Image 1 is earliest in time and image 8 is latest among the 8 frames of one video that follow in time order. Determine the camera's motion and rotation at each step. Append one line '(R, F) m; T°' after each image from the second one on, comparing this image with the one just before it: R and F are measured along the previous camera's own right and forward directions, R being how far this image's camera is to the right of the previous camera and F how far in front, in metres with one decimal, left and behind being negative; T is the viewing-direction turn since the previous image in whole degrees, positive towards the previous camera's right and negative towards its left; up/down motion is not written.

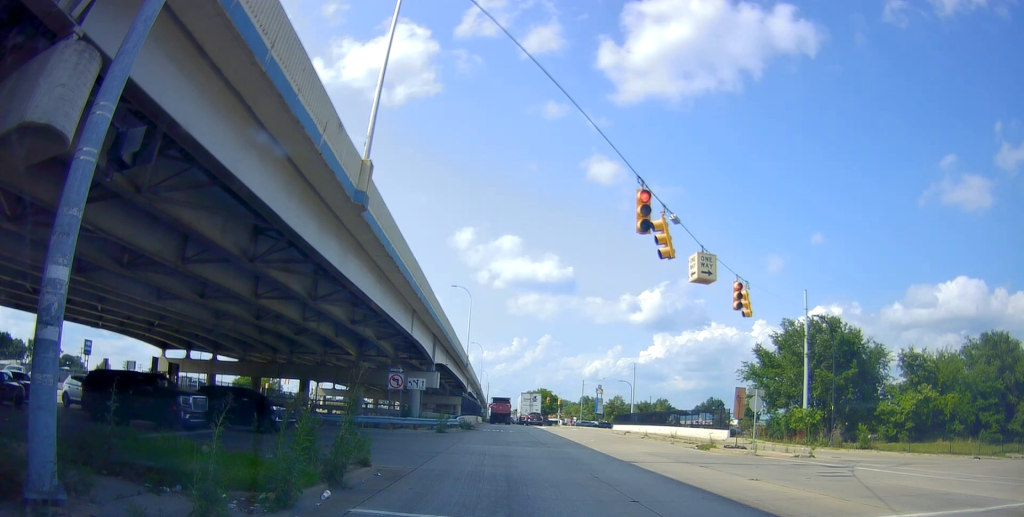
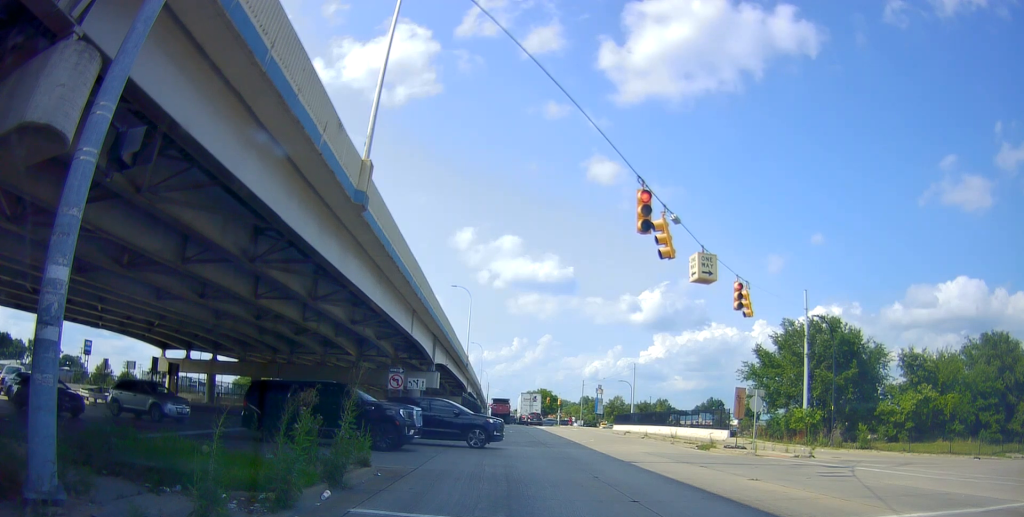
(0.0, 0.0) m; 0°
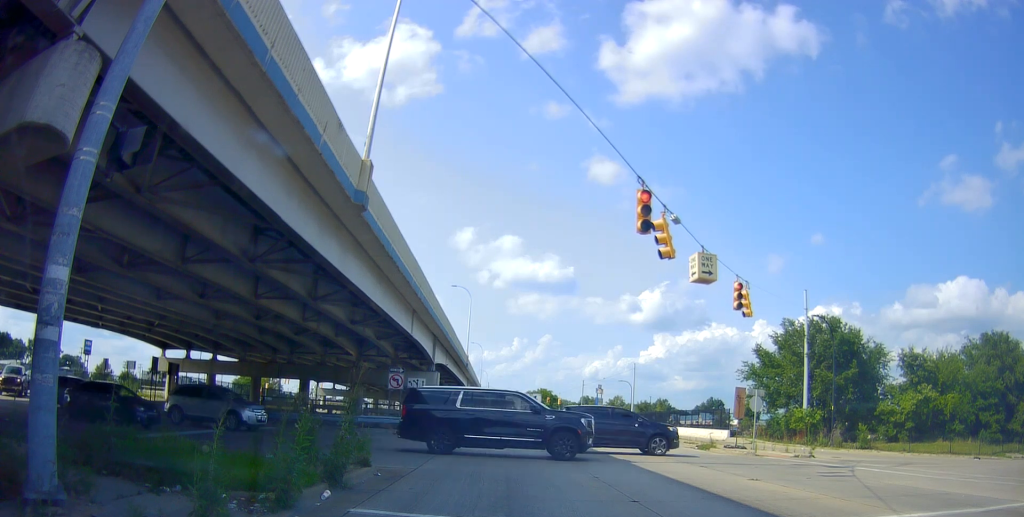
(0.0, 0.0) m; 0°
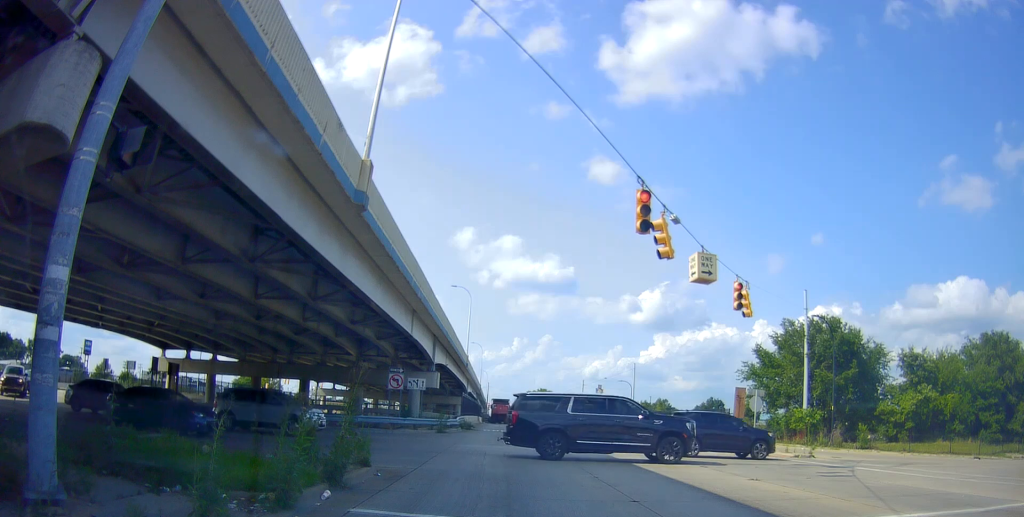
(0.0, 0.0) m; 0°
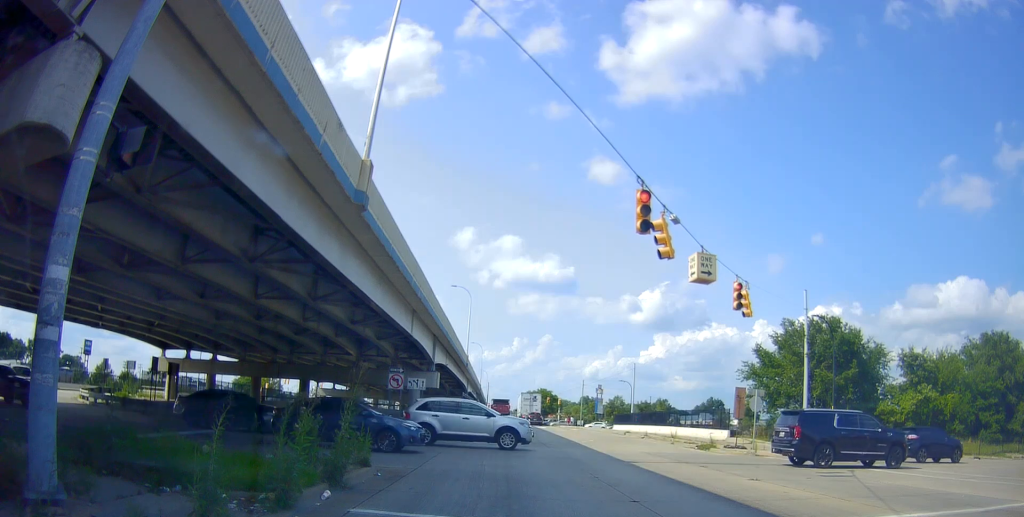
(0.0, 0.0) m; 0°
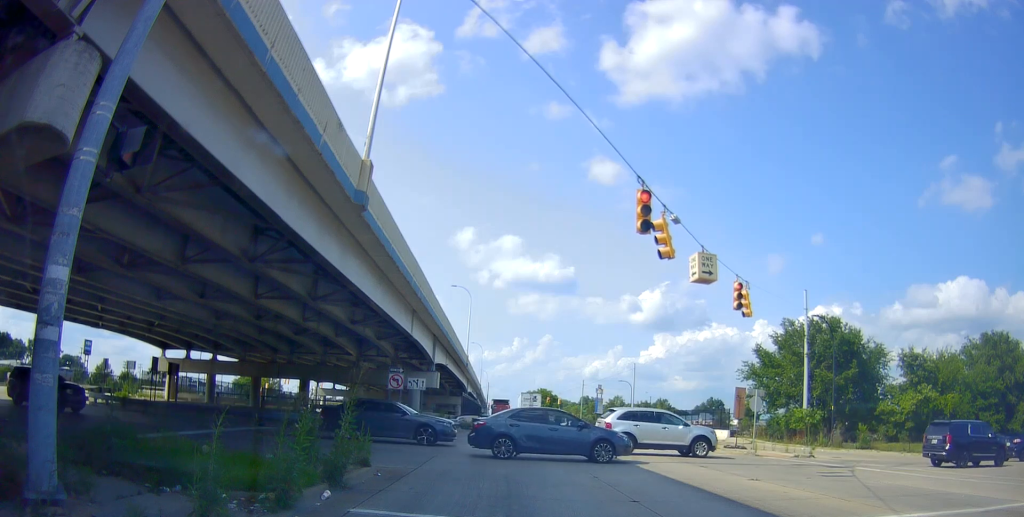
(0.0, 0.0) m; 0°
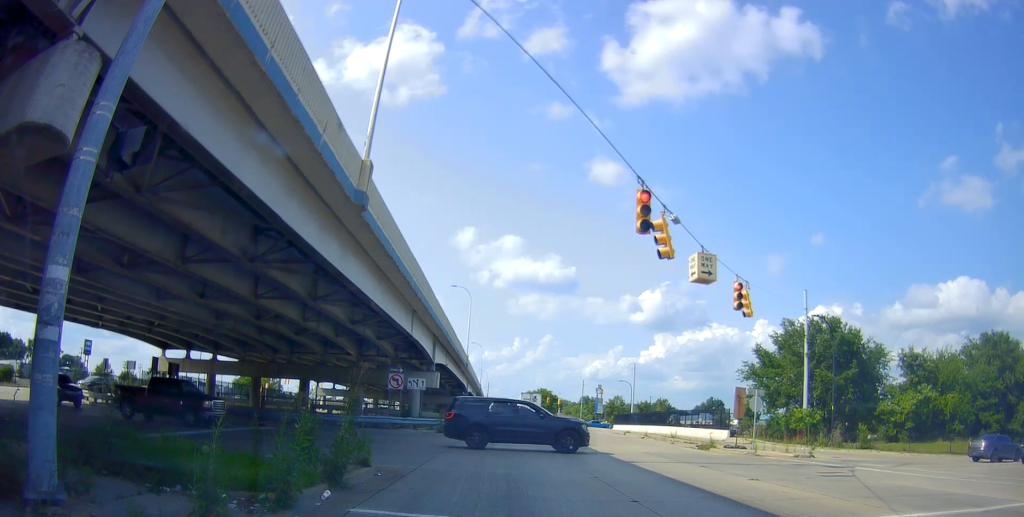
(0.0, 0.0) m; 0°
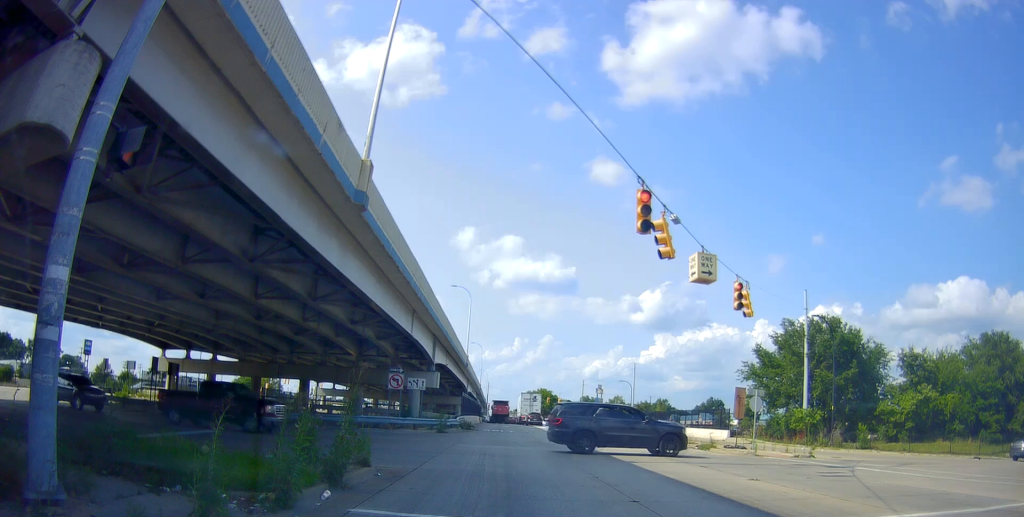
(0.0, 0.0) m; 0°
